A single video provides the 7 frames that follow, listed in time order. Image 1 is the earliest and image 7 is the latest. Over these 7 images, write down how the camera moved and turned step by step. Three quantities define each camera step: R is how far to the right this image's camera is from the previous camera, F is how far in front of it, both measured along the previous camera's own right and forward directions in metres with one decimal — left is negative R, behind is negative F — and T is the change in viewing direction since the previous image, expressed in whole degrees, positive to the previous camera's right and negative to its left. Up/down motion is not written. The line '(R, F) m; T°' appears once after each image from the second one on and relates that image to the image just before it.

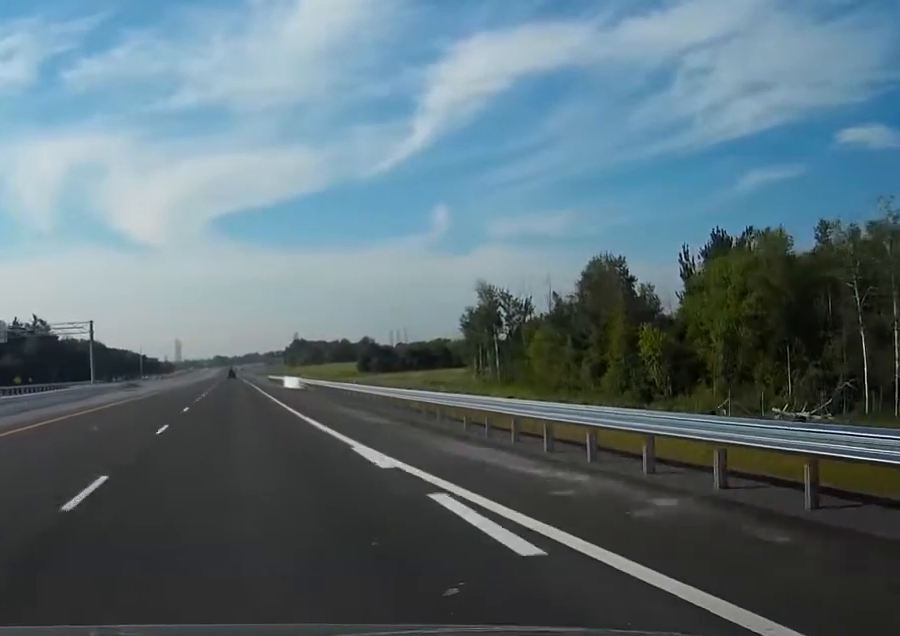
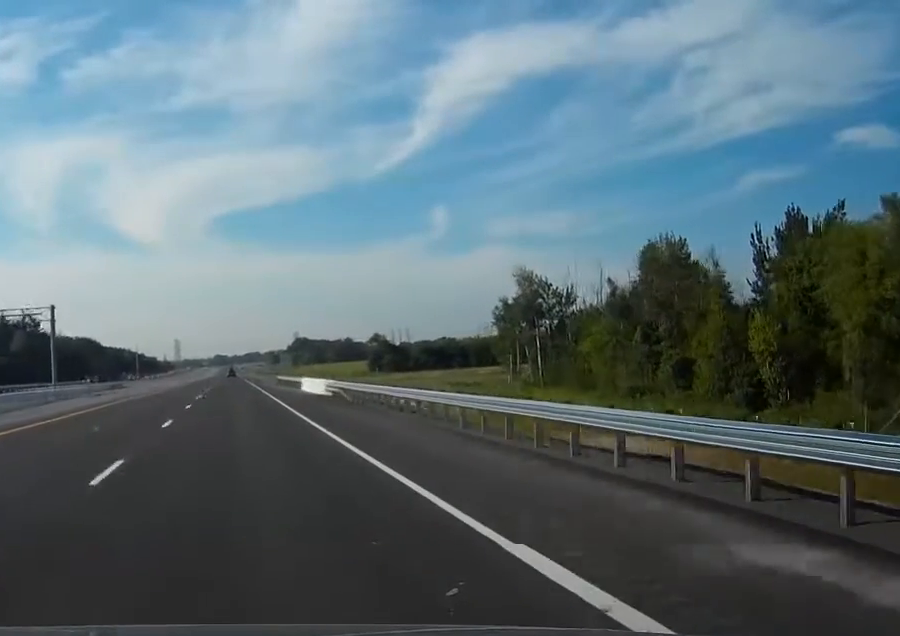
(-0.1, +21.9) m; 0°
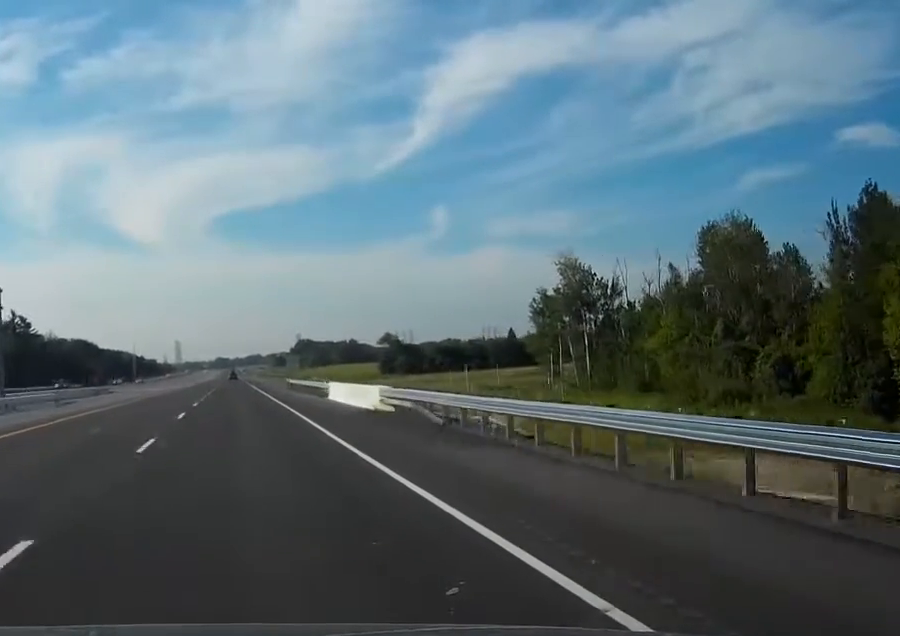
(0.0, +18.7) m; +1°
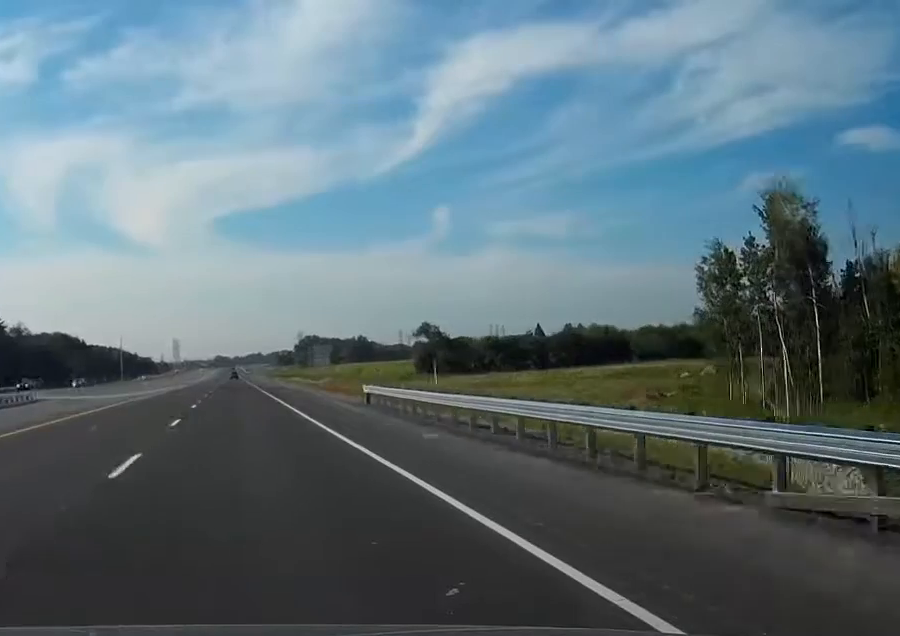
(+1.0, +51.7) m; 0°
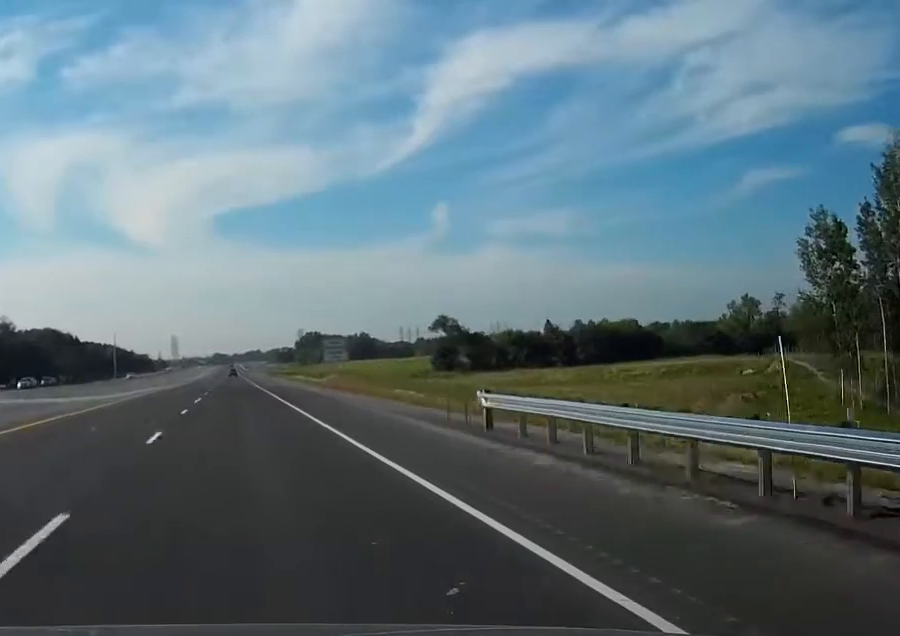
(-0.3, +18.6) m; -1°
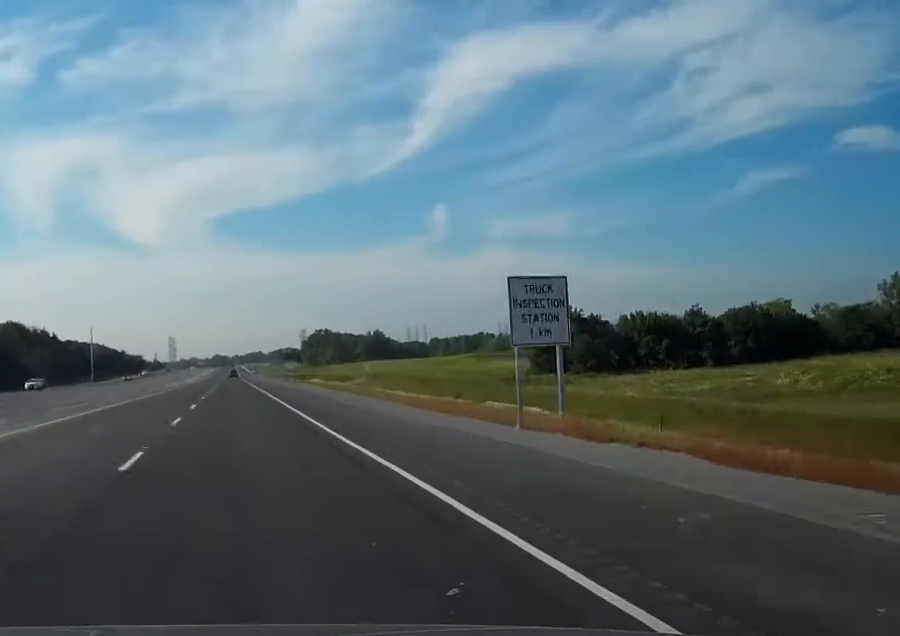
(-0.2, +64.3) m; 0°
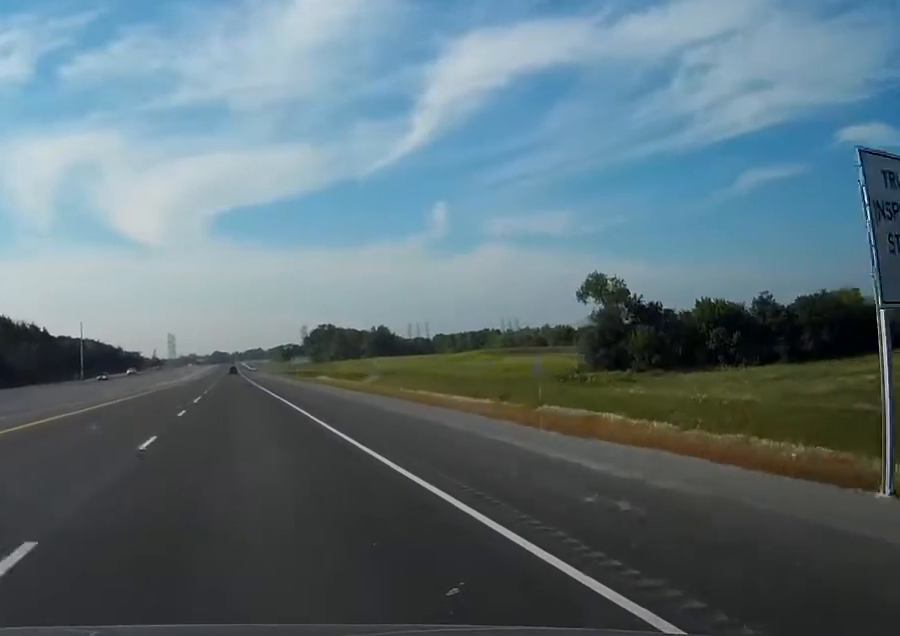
(0.0, +20.7) m; +1°
